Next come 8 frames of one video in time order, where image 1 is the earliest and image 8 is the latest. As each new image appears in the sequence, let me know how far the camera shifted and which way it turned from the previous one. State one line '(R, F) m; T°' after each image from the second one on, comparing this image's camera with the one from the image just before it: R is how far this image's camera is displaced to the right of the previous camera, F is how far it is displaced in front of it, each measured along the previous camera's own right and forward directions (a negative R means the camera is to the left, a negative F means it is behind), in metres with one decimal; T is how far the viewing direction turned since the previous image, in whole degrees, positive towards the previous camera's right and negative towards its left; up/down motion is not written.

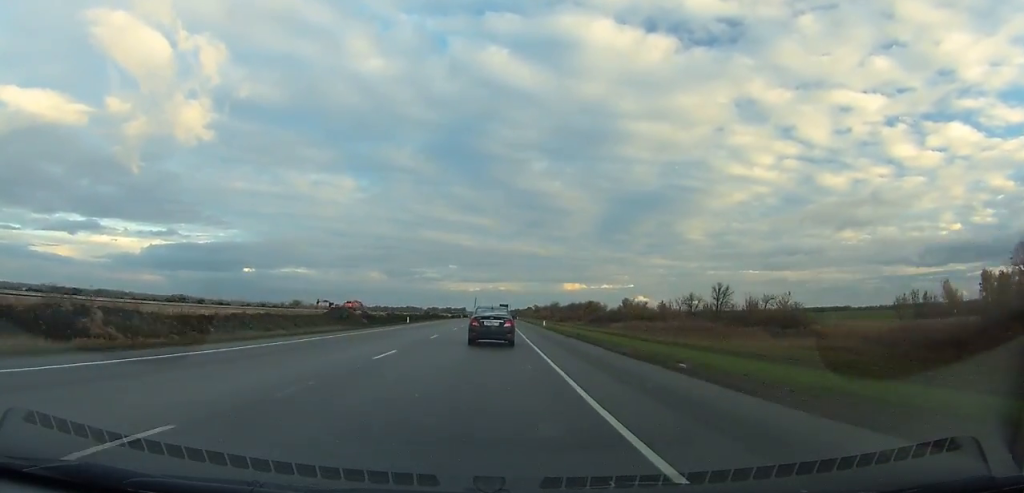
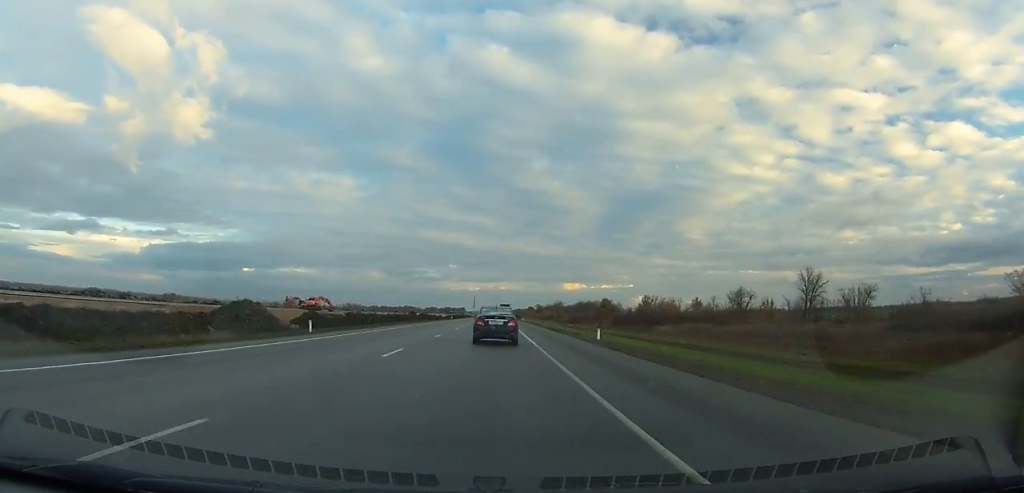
(0.0, +36.4) m; 0°
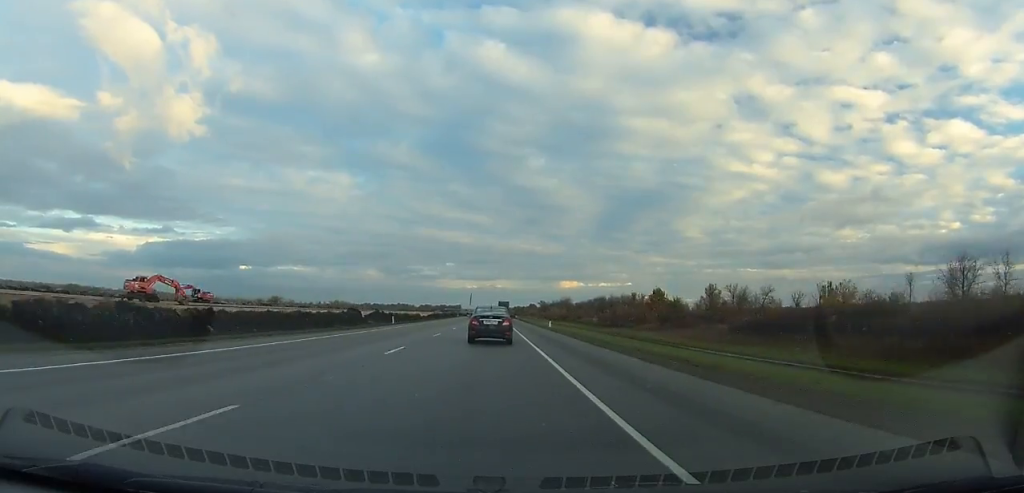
(+0.1, +70.3) m; 0°
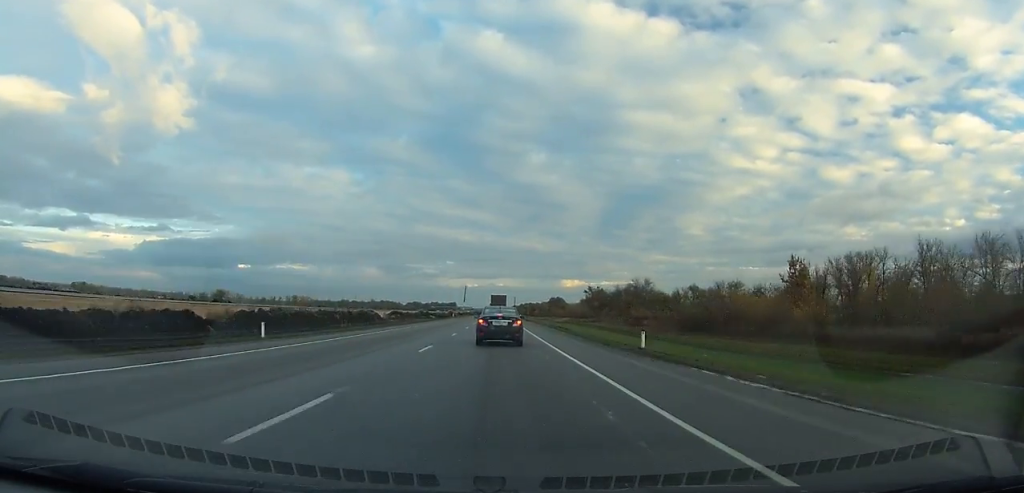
(+0.6, +238.3) m; 0°
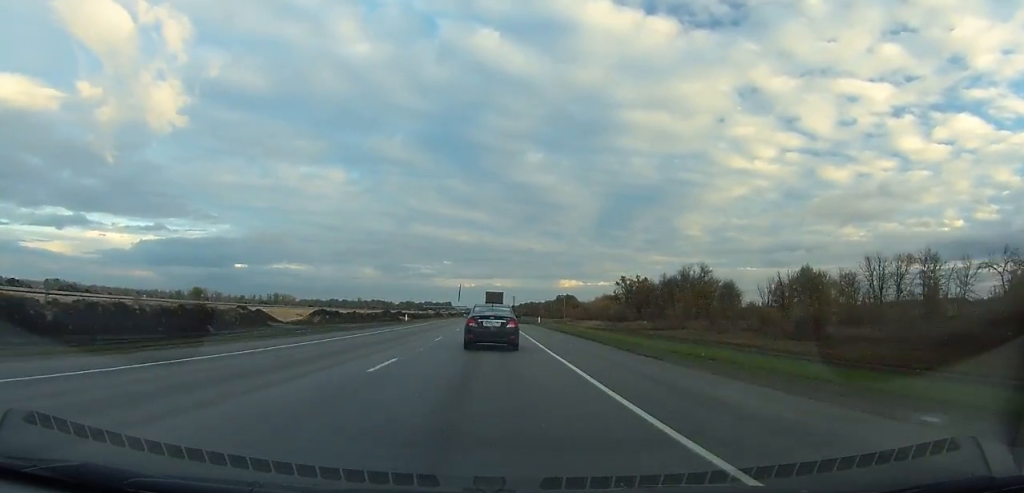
(0.0, +65.8) m; 0°
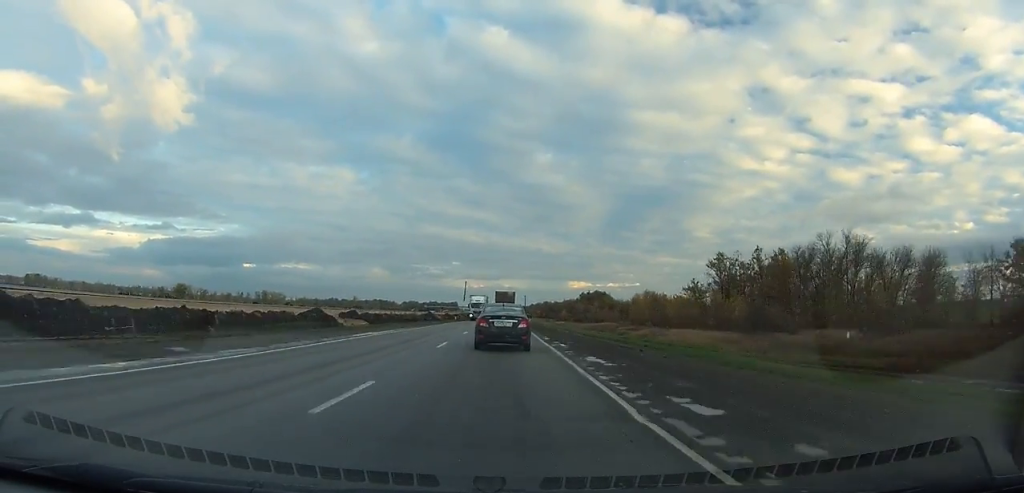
(+0.1, +70.4) m; 0°
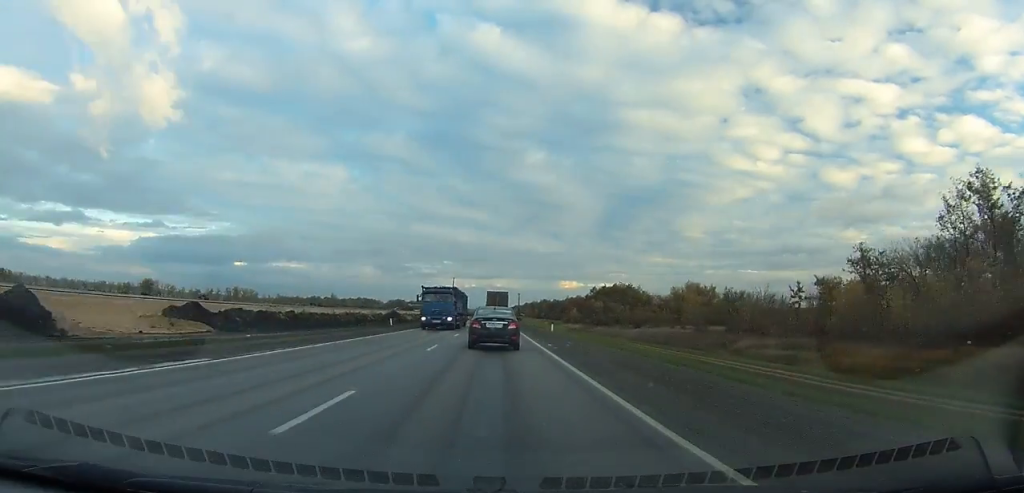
(-0.2, +65.2) m; 0°
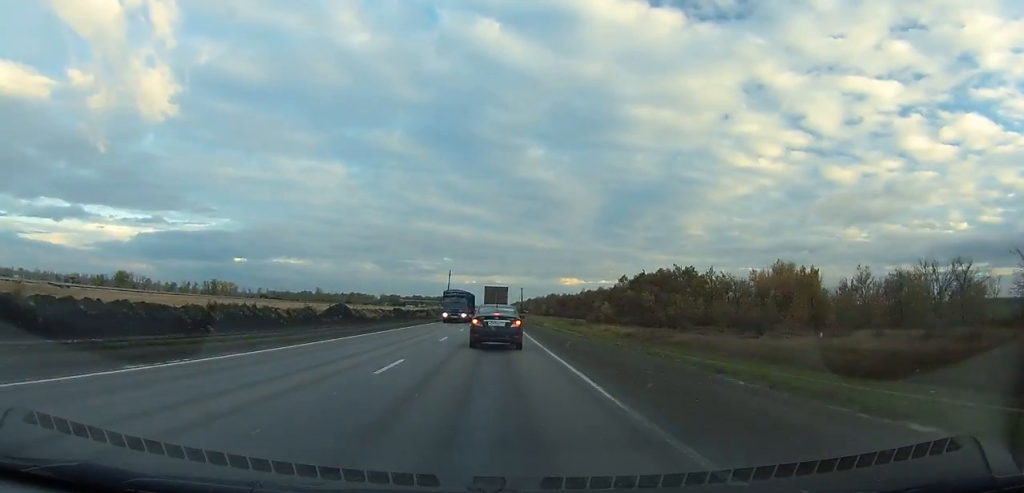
(+0.1, +56.0) m; 0°
